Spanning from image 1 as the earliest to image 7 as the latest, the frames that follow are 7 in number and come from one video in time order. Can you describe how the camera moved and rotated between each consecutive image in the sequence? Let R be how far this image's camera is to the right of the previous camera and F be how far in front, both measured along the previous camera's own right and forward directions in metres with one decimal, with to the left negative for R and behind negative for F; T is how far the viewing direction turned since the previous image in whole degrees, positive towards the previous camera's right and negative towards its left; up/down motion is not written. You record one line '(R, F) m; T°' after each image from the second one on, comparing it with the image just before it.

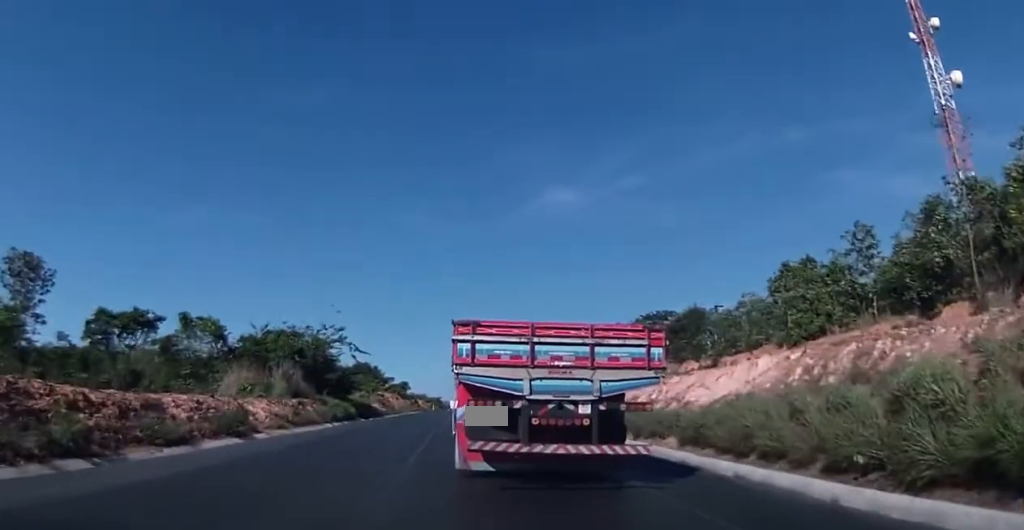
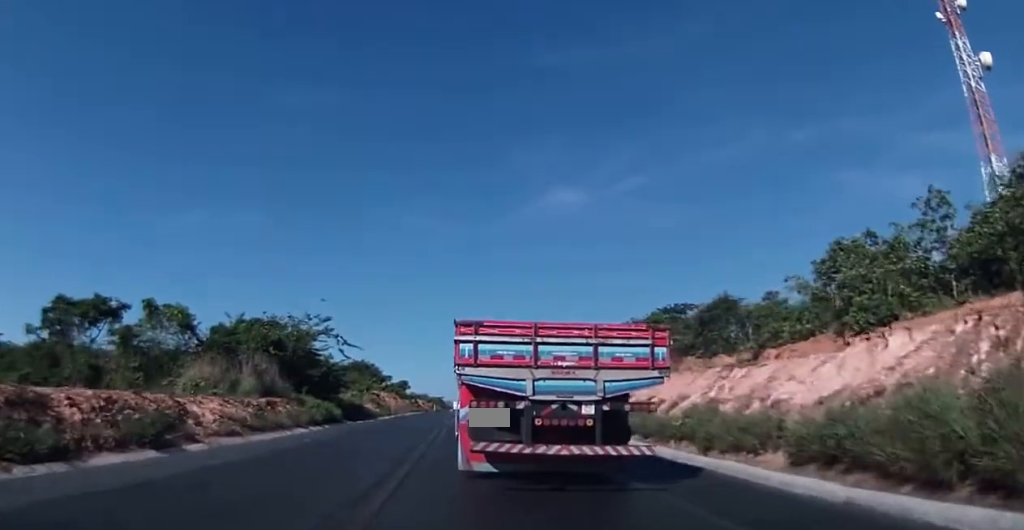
(0.0, +6.6) m; 0°
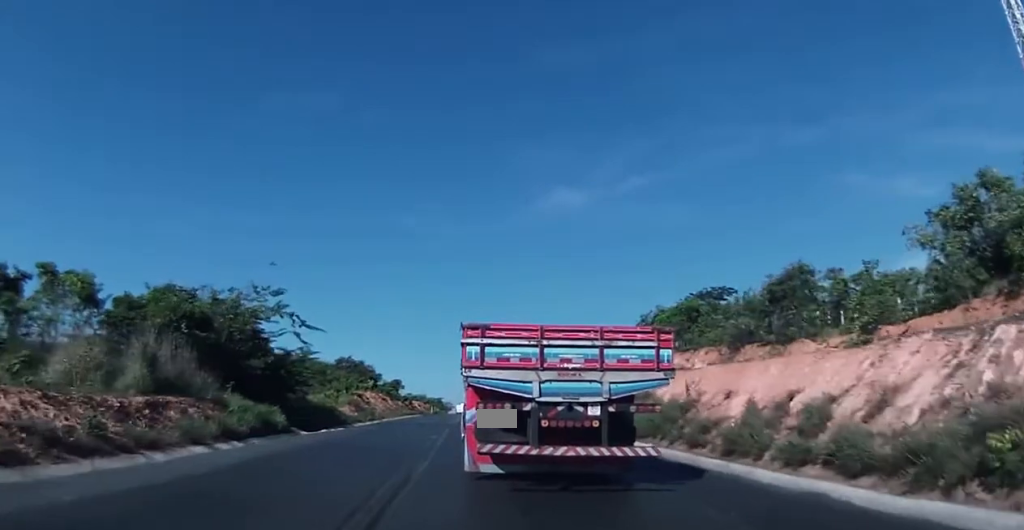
(0.0, +12.5) m; 0°
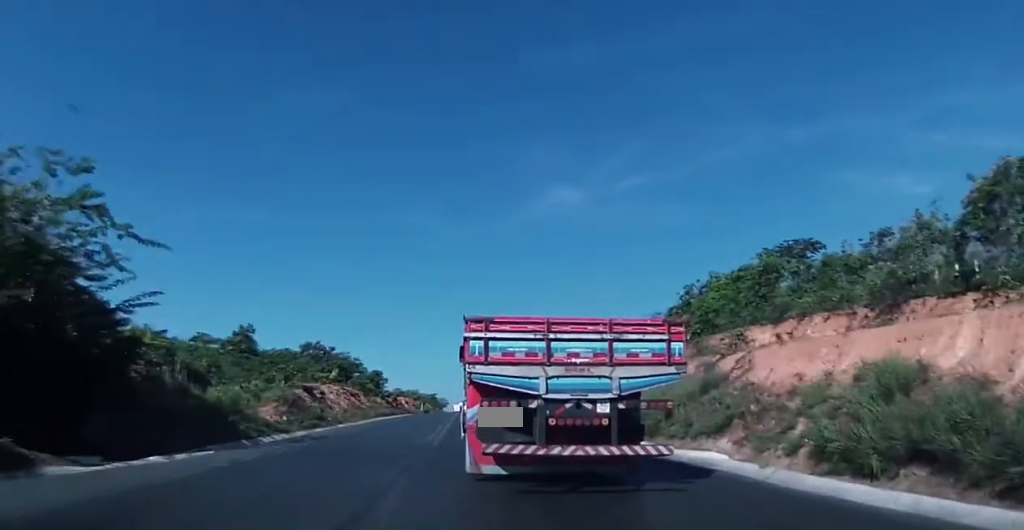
(0.0, +19.0) m; 0°
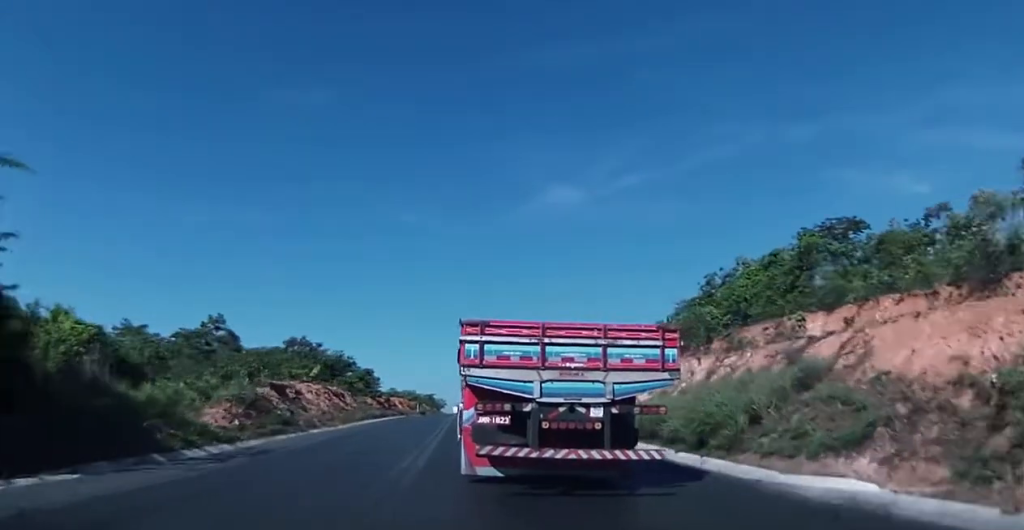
(0.0, +6.8) m; 0°
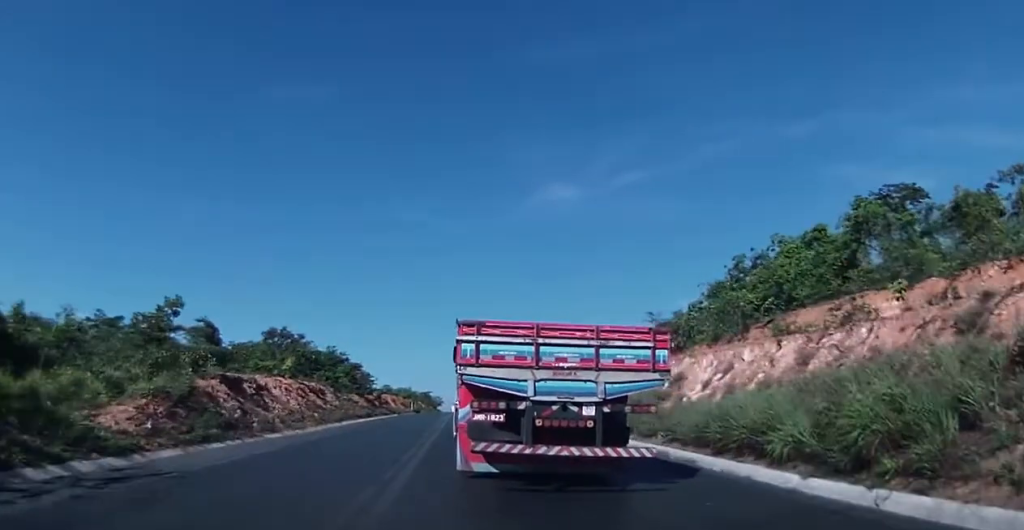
(0.0, +7.3) m; 0°
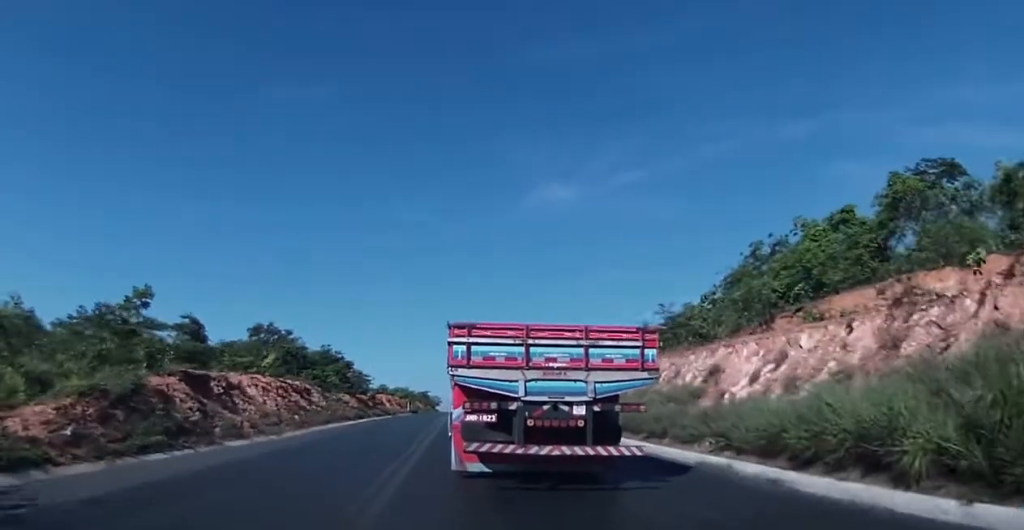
(0.0, +4.0) m; 0°
